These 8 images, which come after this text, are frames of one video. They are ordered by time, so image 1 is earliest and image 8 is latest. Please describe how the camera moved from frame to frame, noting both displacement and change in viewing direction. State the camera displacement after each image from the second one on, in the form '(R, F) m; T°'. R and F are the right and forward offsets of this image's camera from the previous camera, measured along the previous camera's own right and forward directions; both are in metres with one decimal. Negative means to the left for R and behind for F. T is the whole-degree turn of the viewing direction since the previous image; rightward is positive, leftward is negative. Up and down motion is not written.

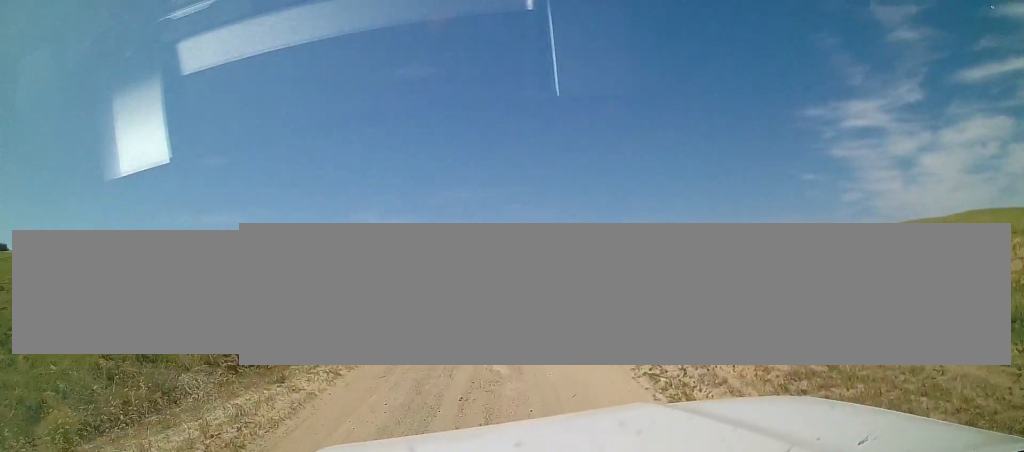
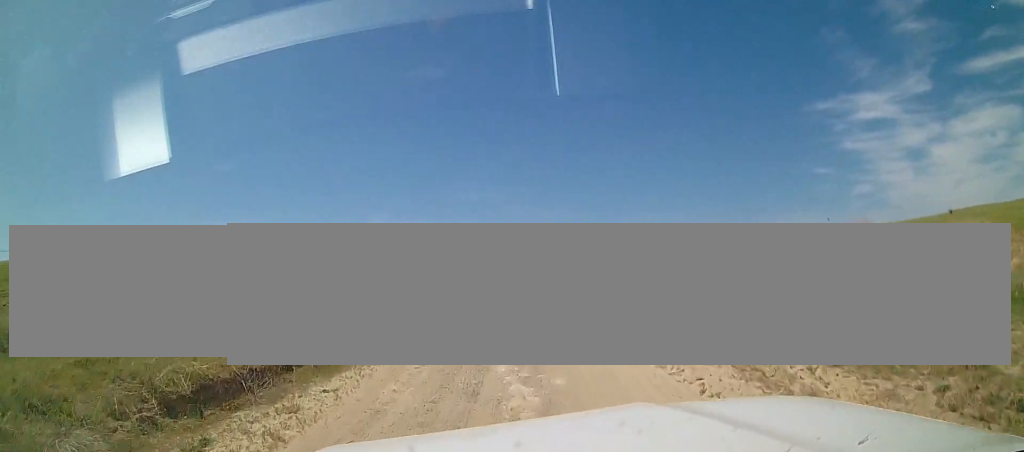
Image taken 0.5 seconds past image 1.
(-0.1, +3.1) m; -2°
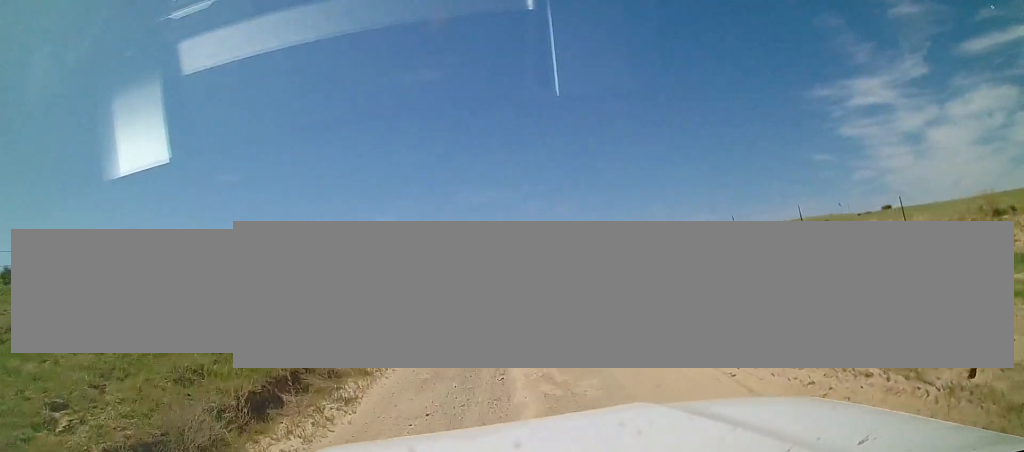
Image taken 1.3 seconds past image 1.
(-0.3, +5.1) m; -3°
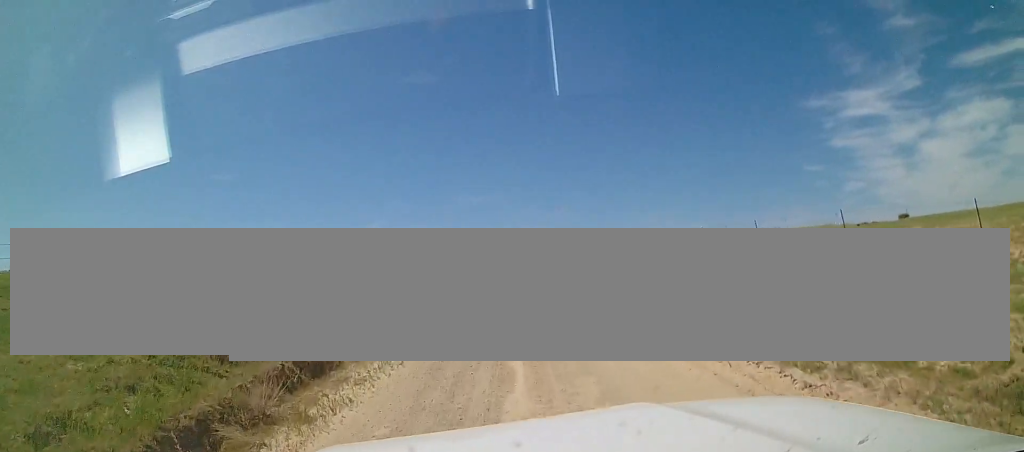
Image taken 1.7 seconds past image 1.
(+0.1, +2.5) m; 0°
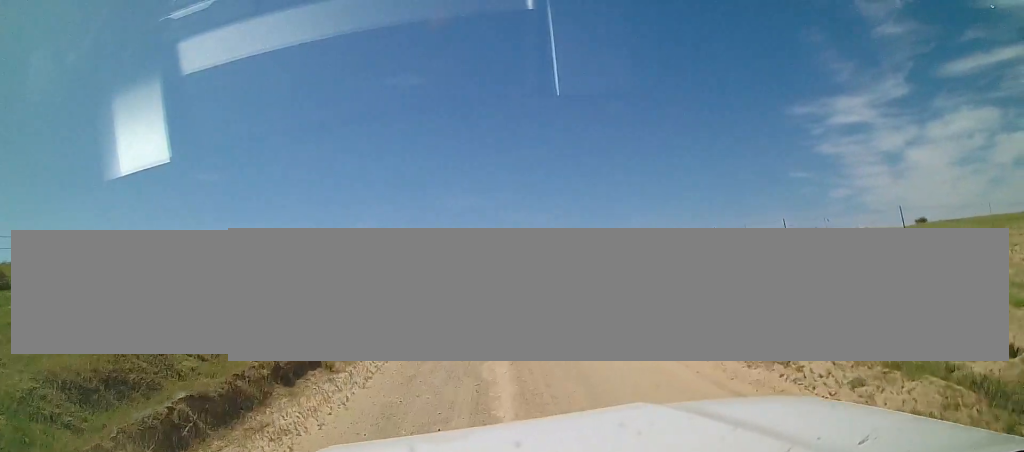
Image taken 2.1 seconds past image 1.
(+0.1, +2.7) m; 0°
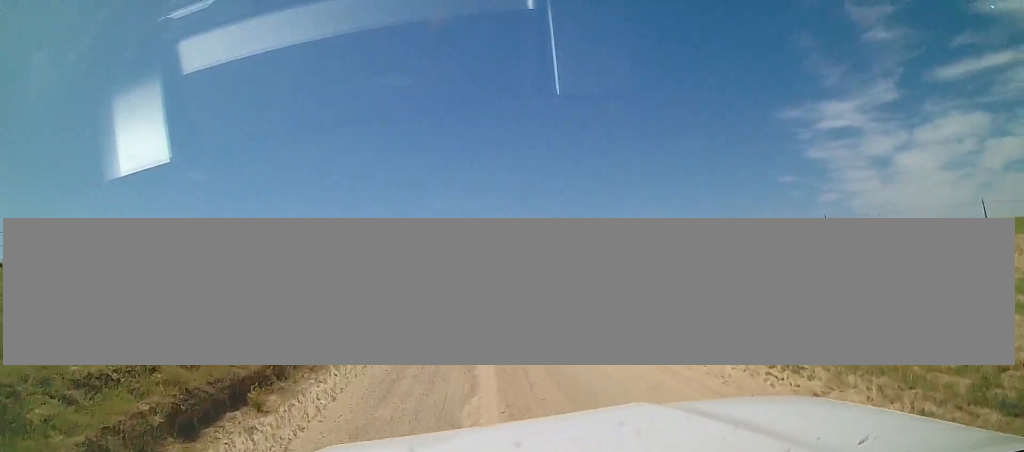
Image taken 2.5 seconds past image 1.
(-0.1, +2.6) m; -1°
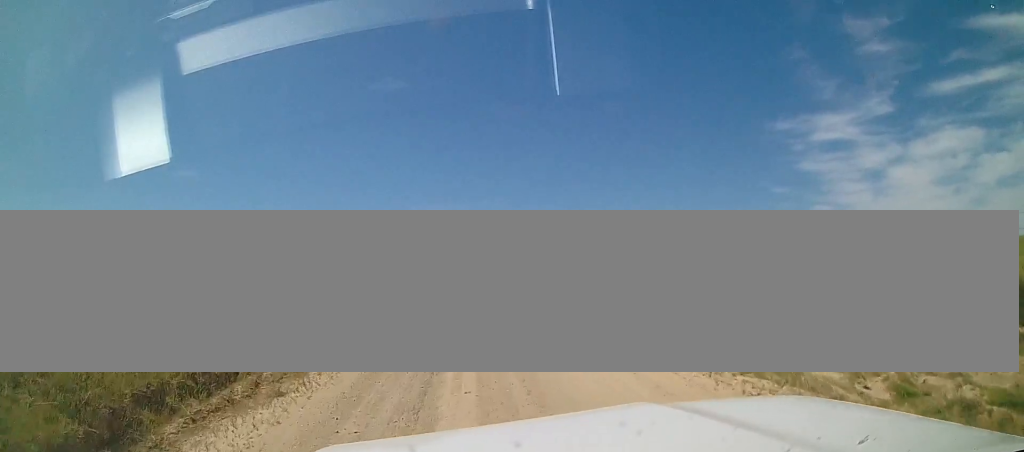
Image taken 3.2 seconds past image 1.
(-0.1, +4.6) m; -1°
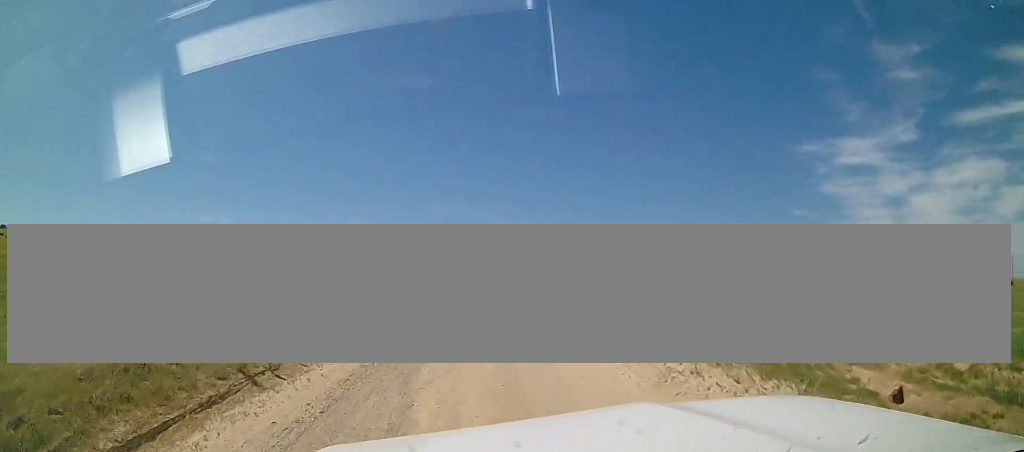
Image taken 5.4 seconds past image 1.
(+0.6, +16.9) m; +4°
